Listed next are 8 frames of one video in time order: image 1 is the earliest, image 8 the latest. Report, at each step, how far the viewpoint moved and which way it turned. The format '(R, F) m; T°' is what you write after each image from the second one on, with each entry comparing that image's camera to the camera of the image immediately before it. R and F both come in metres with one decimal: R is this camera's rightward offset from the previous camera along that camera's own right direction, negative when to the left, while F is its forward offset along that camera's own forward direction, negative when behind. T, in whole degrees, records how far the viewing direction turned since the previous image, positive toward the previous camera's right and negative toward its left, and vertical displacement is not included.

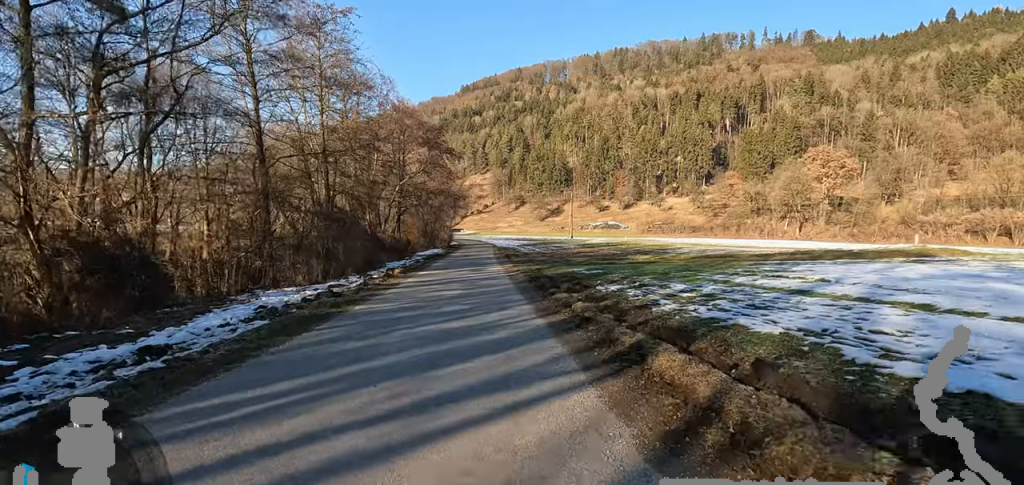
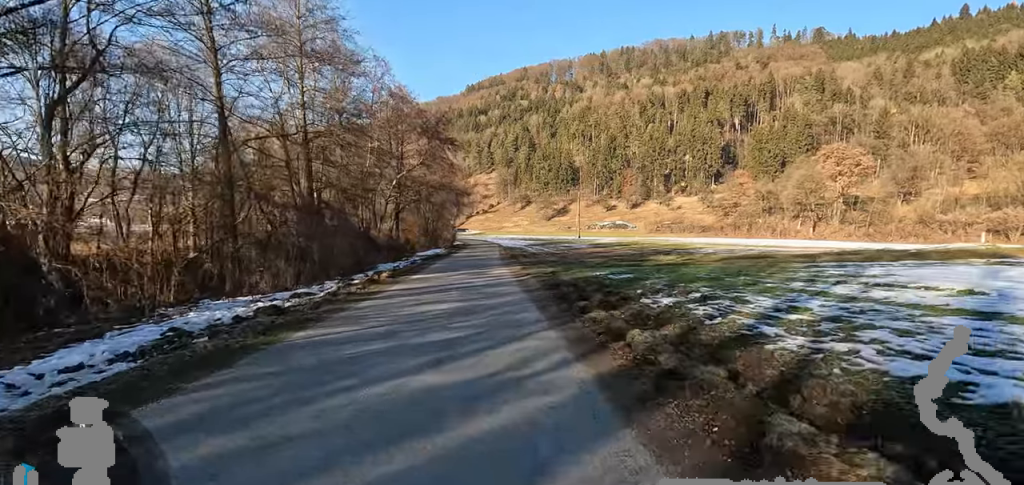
(0.0, +3.4) m; 0°
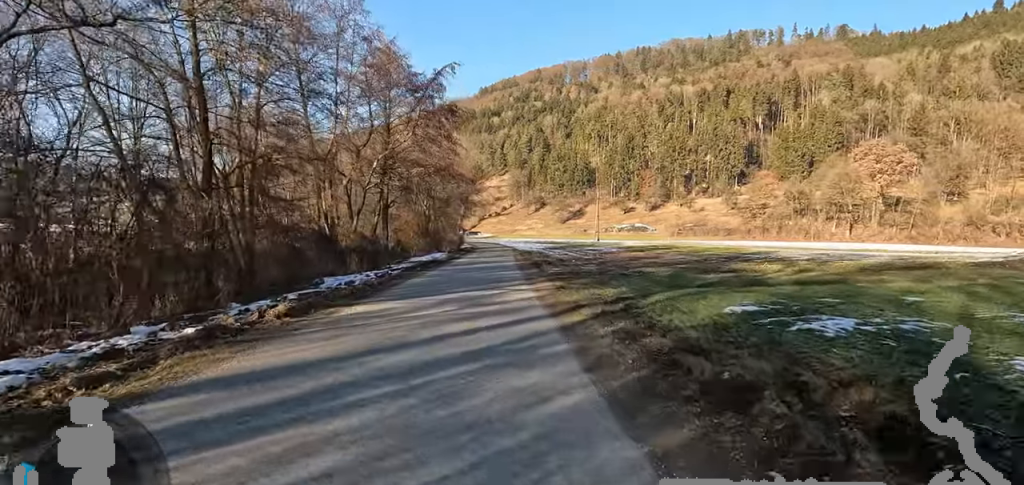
(0.0, +9.1) m; 0°
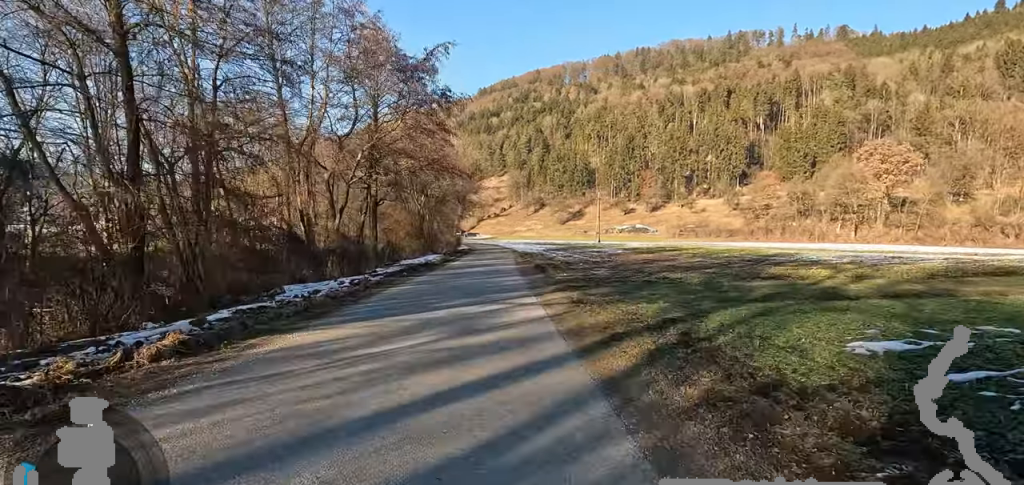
(0.0, +2.9) m; 0°
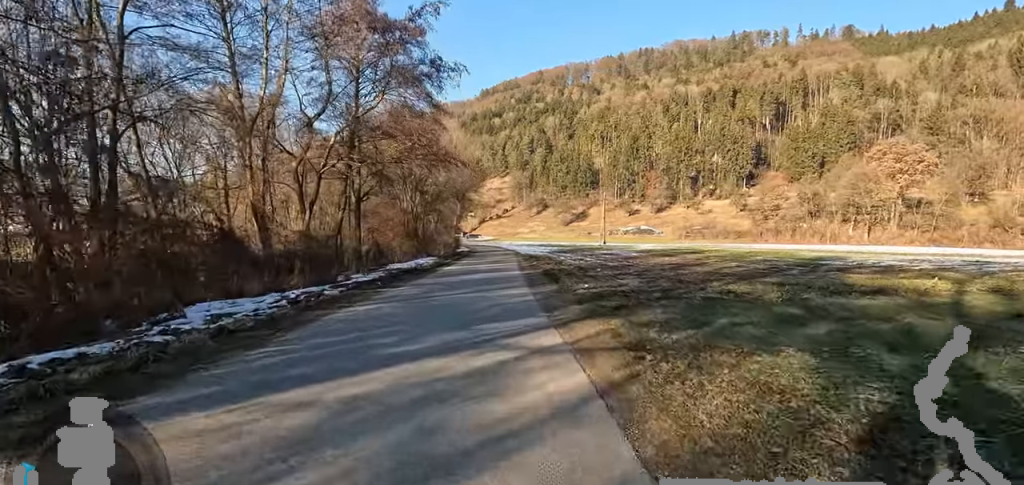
(0.0, +4.2) m; 0°
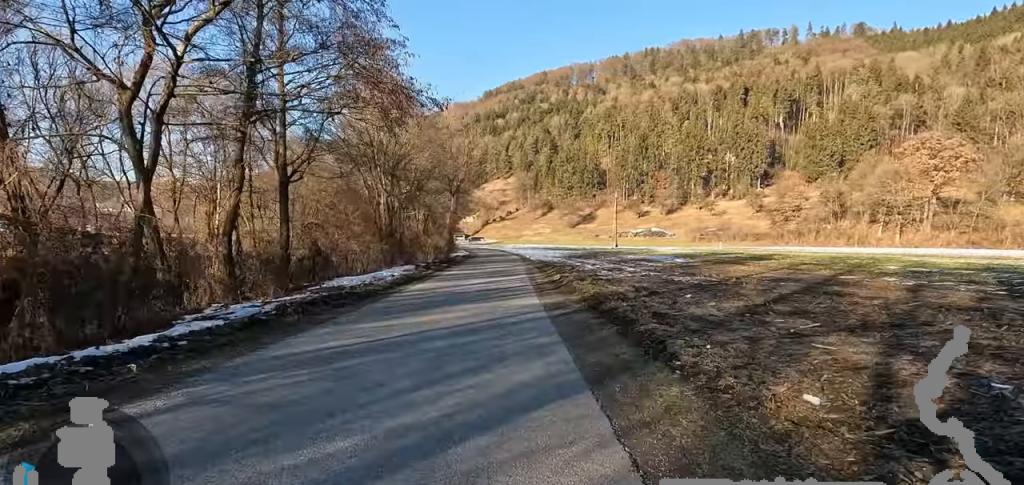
(0.0, +10.0) m; -1°
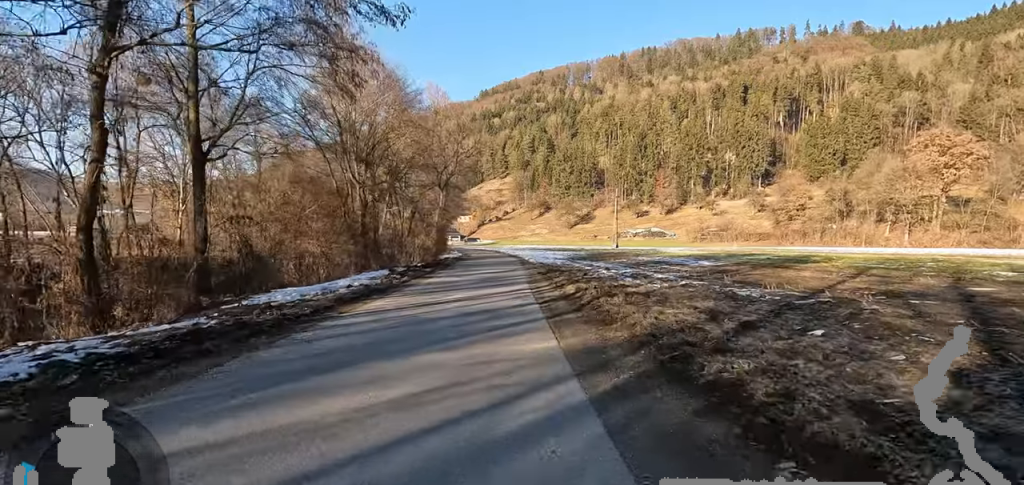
(0.0, +5.0) m; -2°
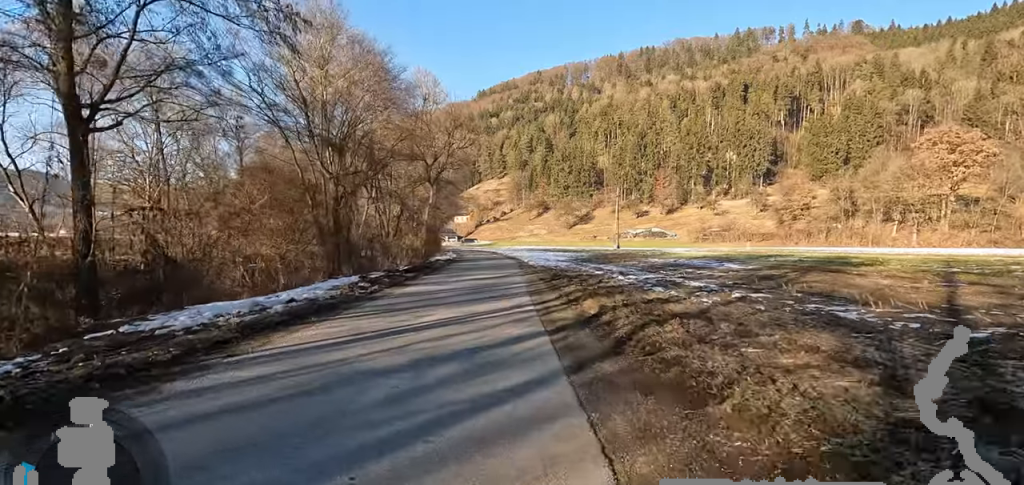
(0.0, +3.8) m; -4°
